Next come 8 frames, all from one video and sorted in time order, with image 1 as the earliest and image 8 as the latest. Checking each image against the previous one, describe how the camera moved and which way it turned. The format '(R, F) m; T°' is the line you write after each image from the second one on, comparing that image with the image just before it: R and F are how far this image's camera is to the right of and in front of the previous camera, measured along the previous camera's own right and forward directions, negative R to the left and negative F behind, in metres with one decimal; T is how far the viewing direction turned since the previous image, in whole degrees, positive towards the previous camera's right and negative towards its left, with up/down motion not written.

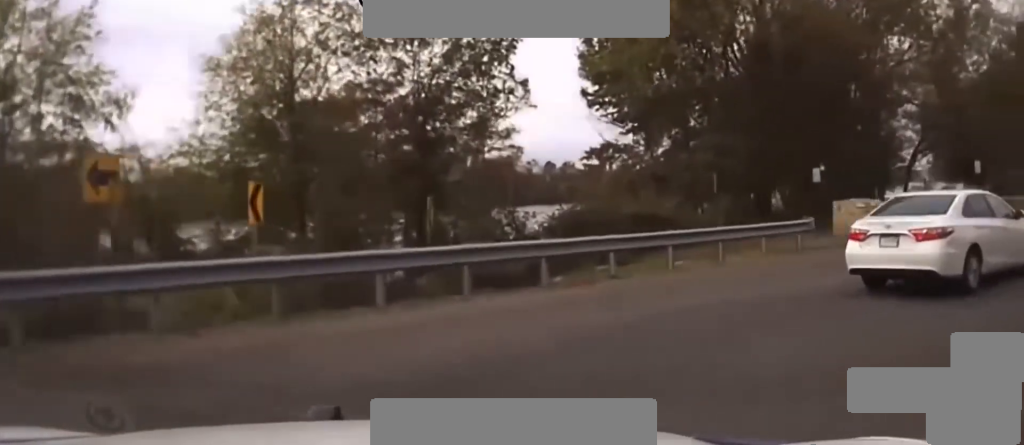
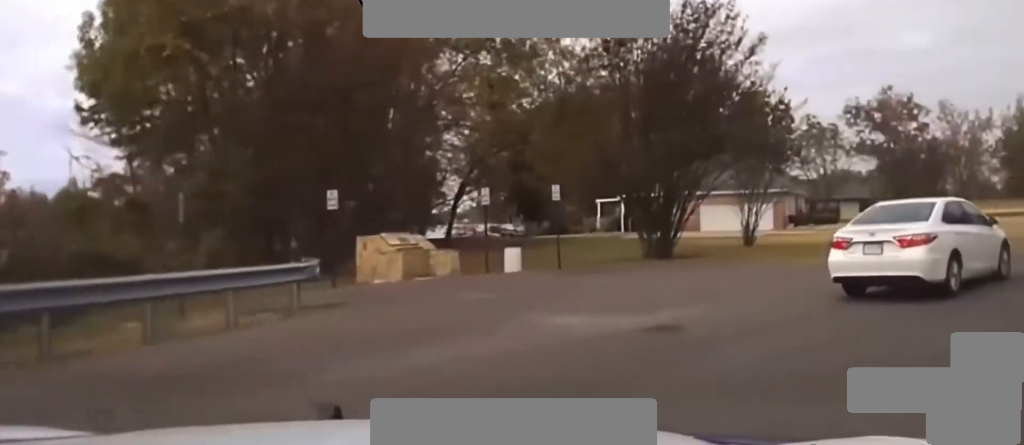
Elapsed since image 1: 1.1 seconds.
(+3.1, +7.3) m; +38°
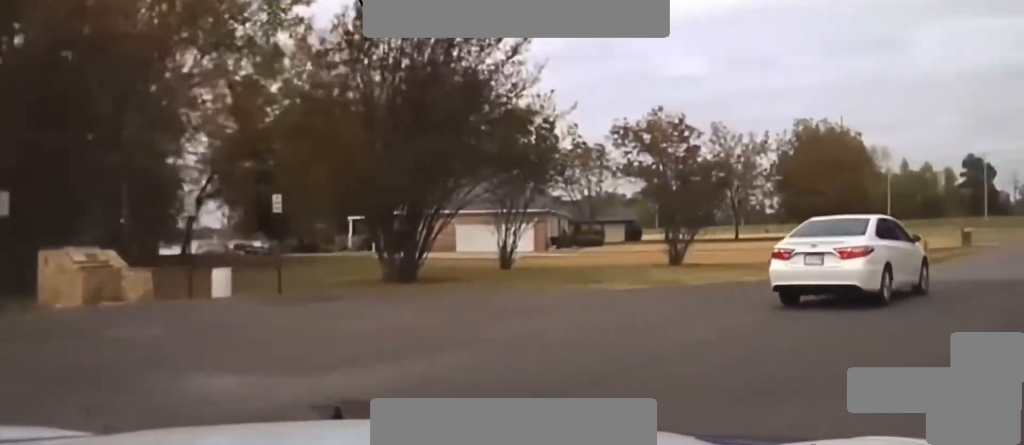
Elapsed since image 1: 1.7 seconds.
(+0.5, +3.9) m; +8°
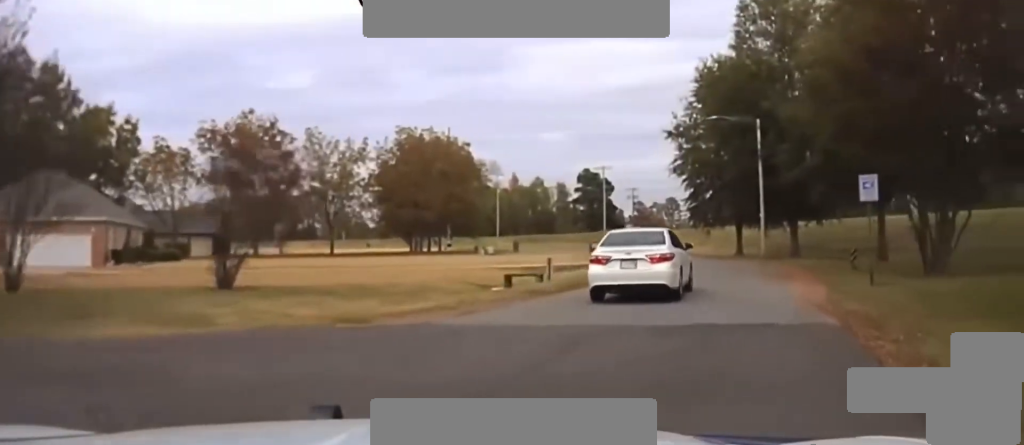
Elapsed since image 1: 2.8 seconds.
(+0.3, +8.1) m; +8°
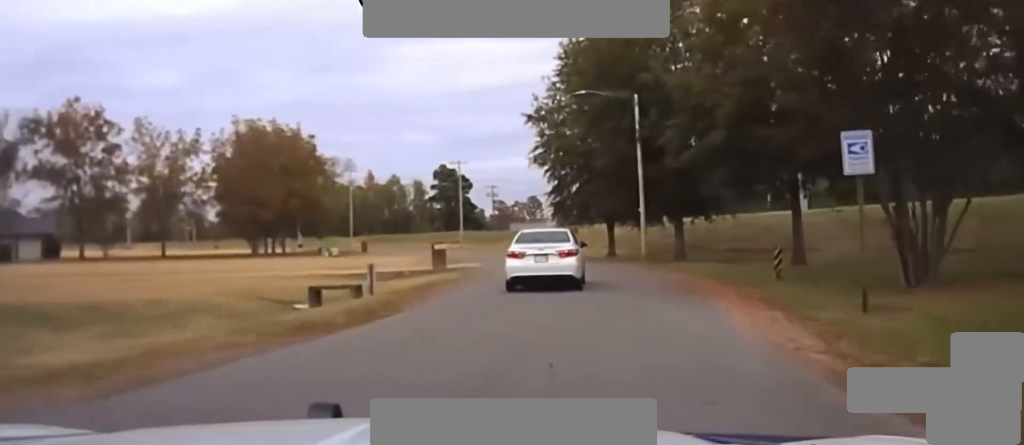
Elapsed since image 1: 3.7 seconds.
(+0.8, +7.4) m; +13°
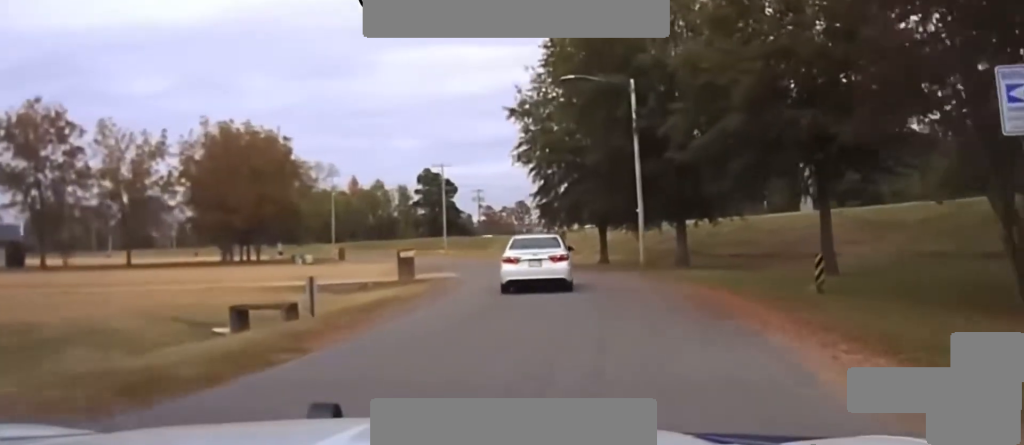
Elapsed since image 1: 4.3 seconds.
(+0.6, +4.5) m; +7°
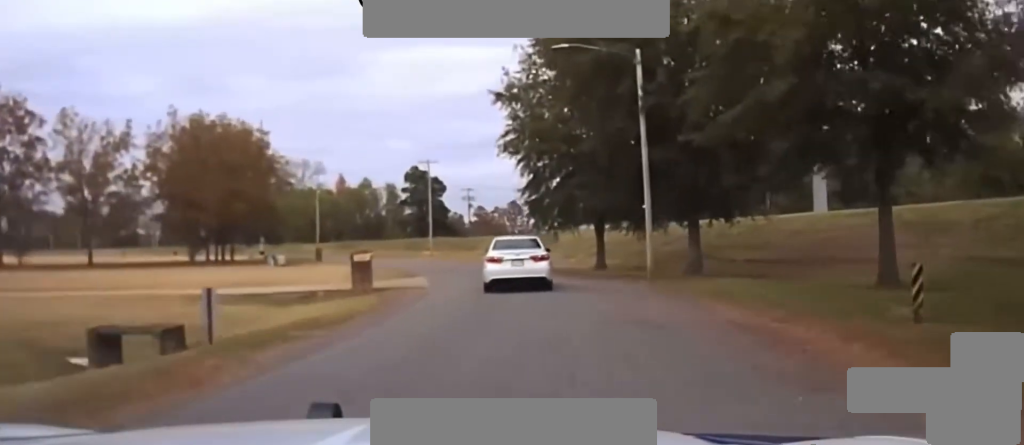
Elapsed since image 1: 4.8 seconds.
(+0.1, +4.8) m; +1°
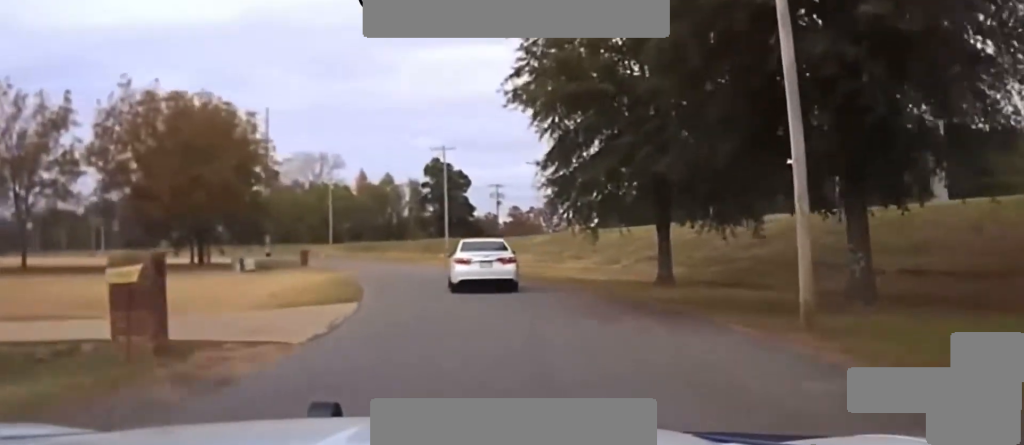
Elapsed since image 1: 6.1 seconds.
(0.0, +14.7) m; 0°
